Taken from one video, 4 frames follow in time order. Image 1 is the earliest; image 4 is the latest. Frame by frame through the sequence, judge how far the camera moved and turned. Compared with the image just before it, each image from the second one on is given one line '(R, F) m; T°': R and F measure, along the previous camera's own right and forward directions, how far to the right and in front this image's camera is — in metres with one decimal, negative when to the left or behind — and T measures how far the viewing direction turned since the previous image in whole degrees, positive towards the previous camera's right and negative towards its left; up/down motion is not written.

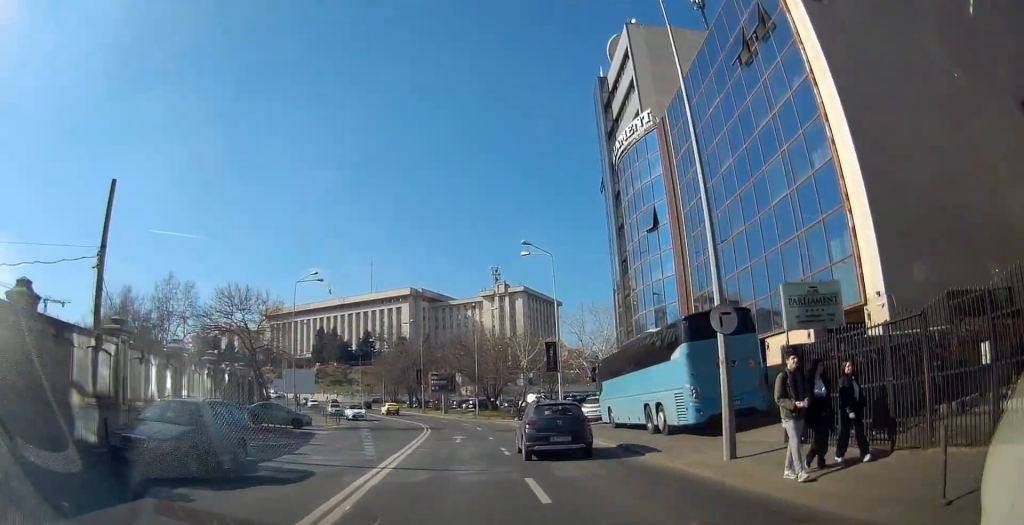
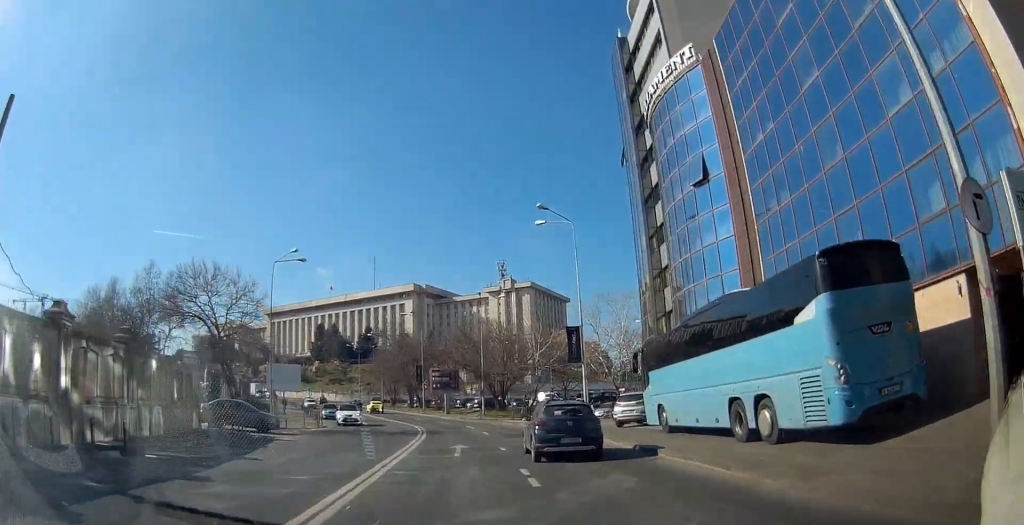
(-0.1, +6.9) m; 0°
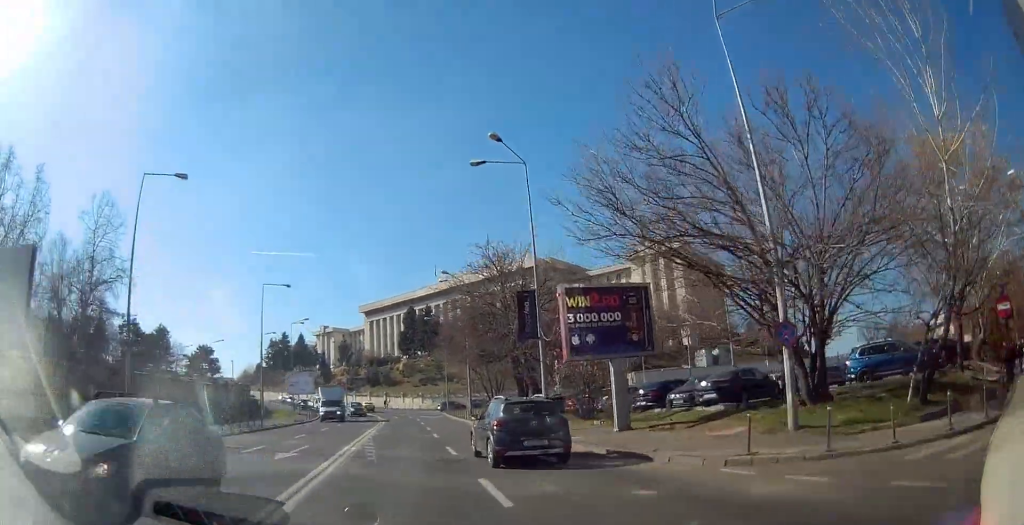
(-2.5, +45.0) m; -11°
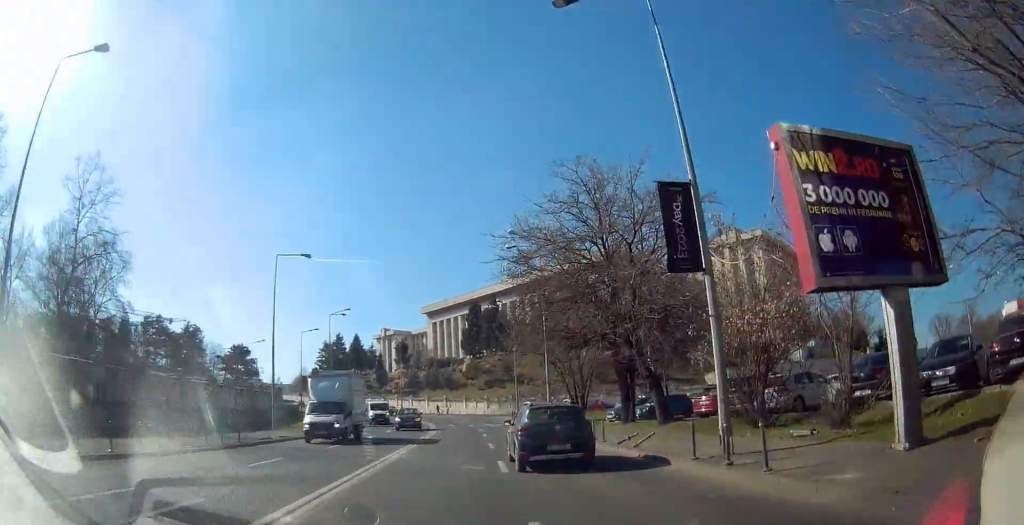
(-0.8, +11.5) m; -6°
